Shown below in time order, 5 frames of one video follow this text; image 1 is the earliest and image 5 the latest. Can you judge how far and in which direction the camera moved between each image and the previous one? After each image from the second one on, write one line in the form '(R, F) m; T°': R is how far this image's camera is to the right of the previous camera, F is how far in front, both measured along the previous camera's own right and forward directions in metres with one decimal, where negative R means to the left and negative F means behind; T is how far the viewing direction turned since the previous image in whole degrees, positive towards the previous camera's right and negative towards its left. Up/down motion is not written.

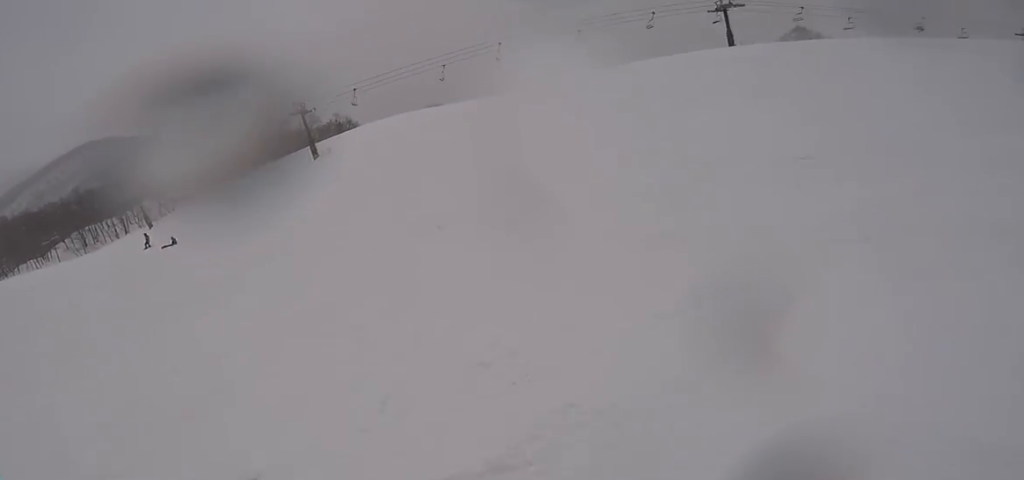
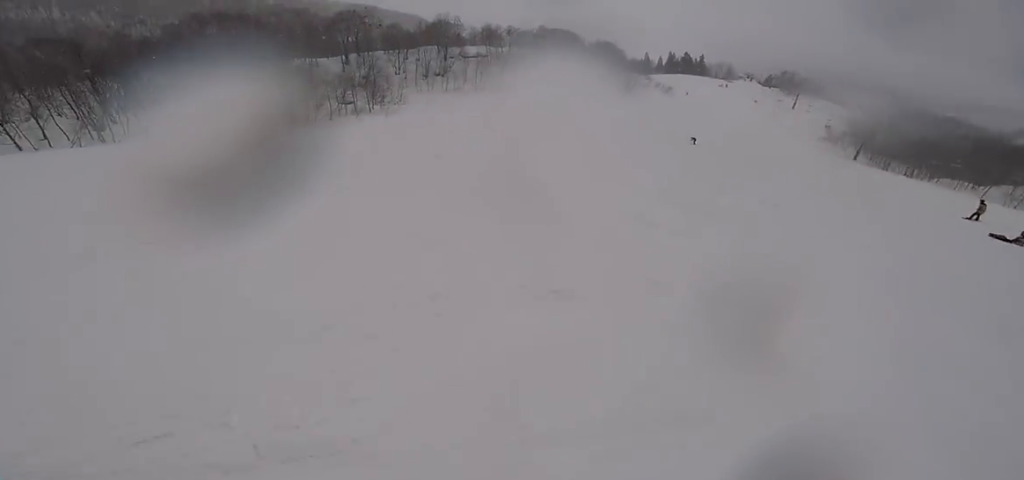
(-8.7, +9.7) m; -106°
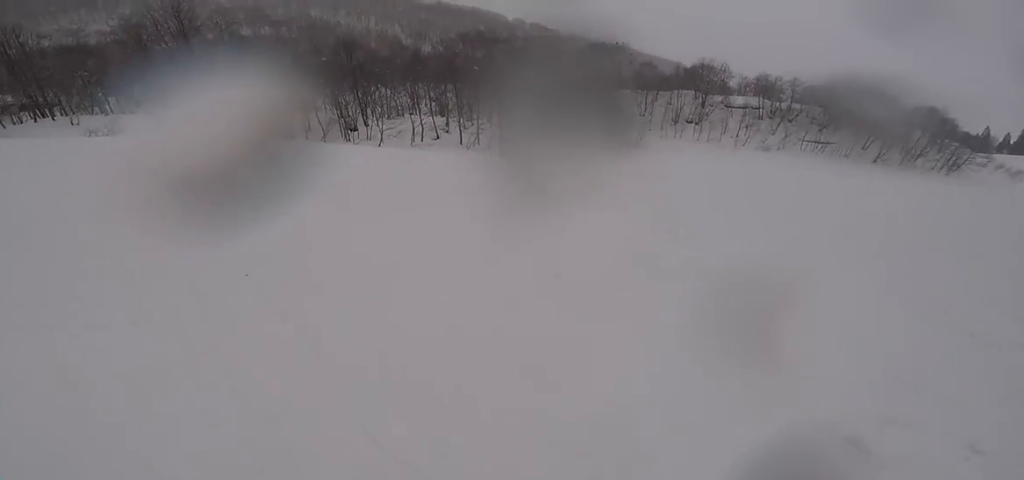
(-2.2, +5.6) m; -35°
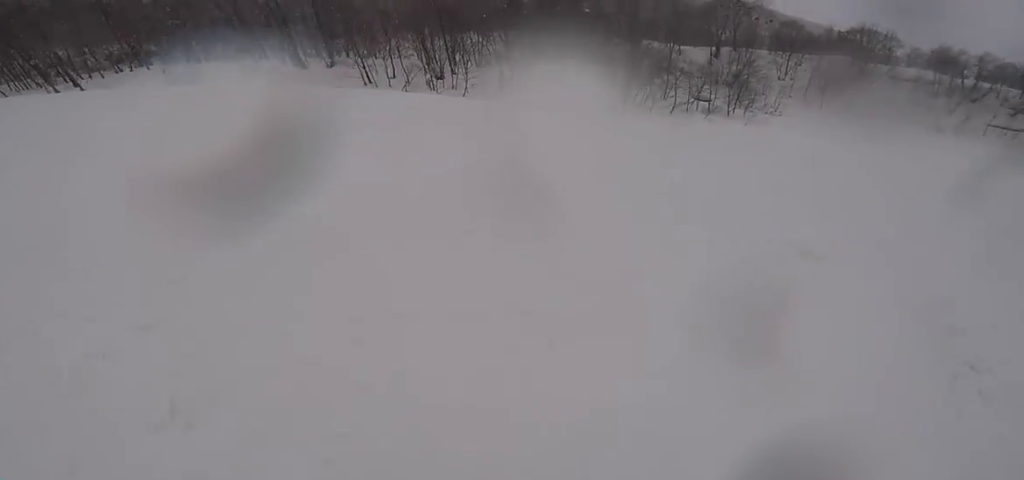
(-0.6, +3.8) m; -16°
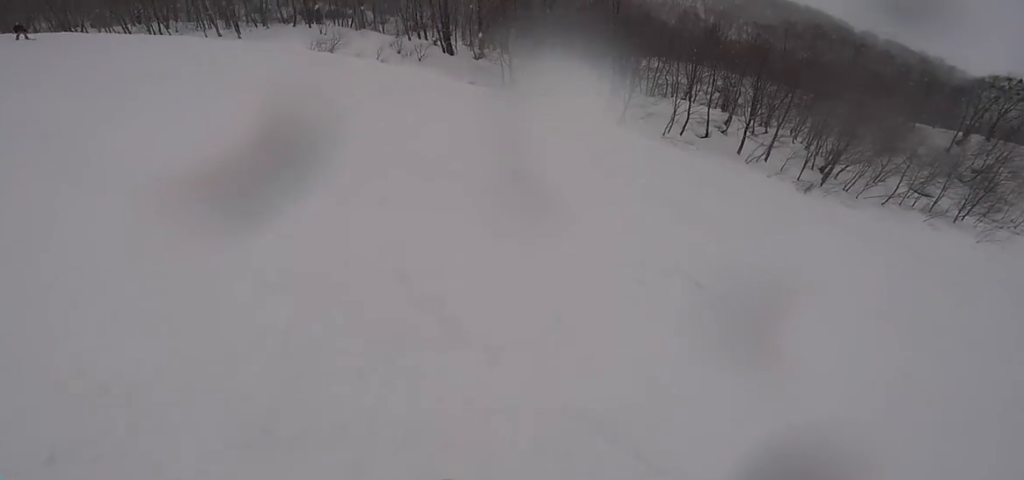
(-1.0, +6.2) m; -9°
